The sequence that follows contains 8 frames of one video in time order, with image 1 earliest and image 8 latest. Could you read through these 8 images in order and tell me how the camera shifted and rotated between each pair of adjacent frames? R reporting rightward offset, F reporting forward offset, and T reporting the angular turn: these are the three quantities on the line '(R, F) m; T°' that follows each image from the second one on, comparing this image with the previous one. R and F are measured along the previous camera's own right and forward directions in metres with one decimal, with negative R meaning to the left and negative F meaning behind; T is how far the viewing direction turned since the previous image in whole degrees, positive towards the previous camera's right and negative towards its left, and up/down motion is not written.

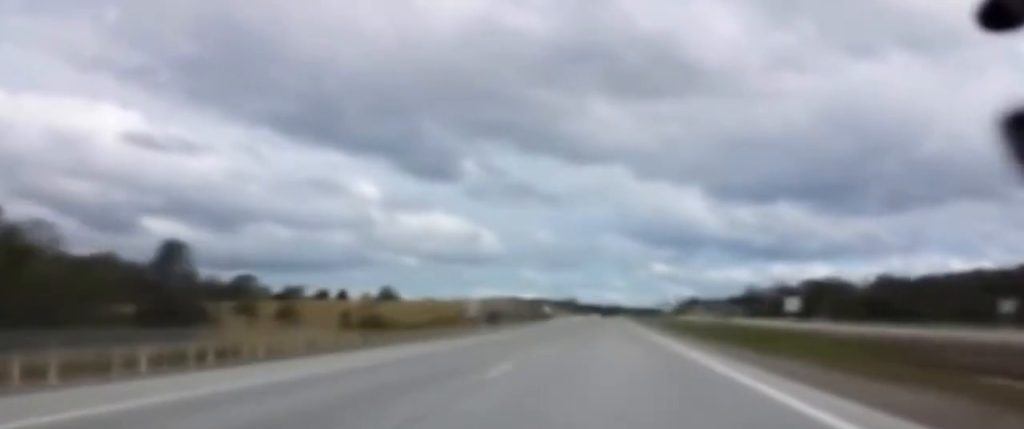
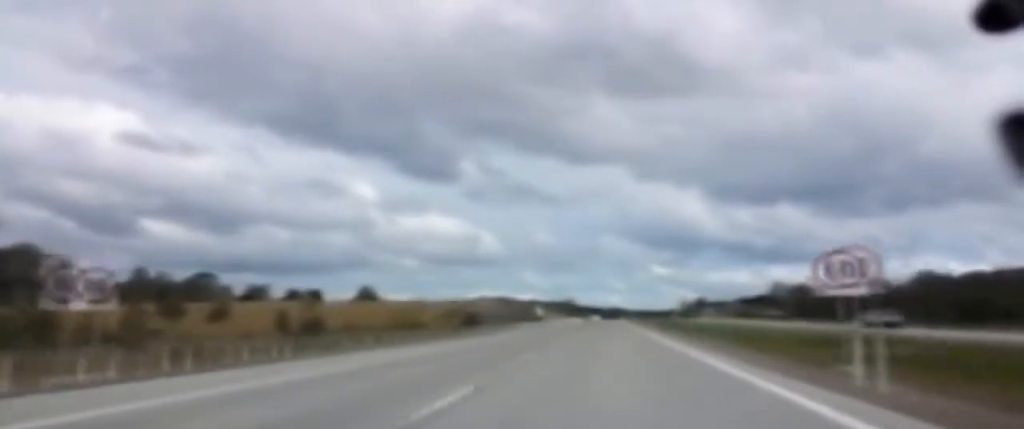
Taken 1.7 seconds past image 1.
(+0.2, +52.1) m; +1°
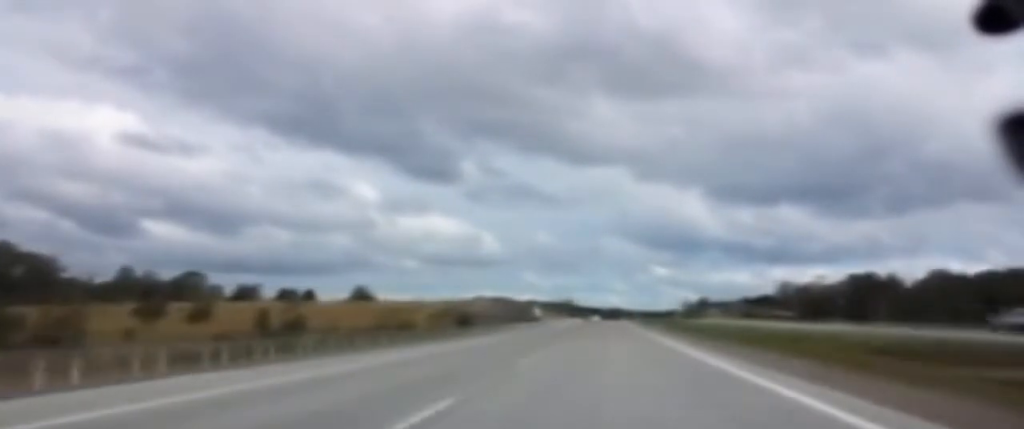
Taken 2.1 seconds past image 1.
(-0.1, +13.2) m; 0°
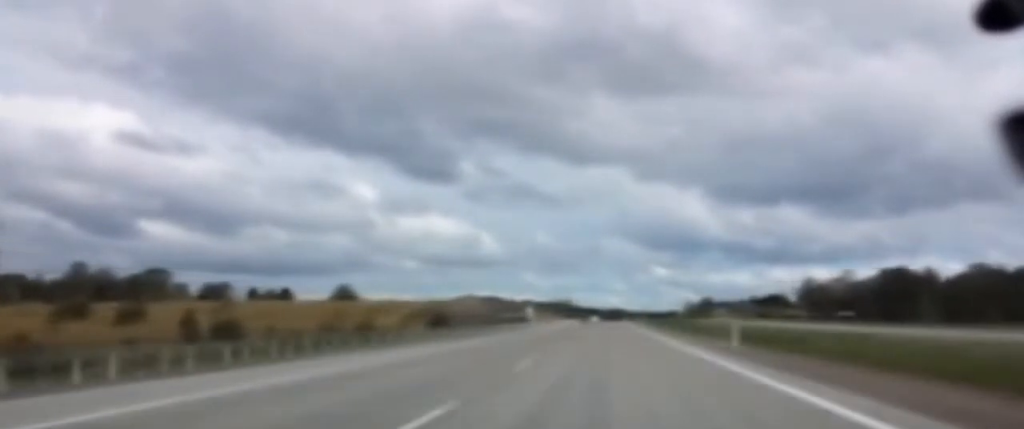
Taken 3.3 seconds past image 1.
(+0.1, +34.5) m; +1°
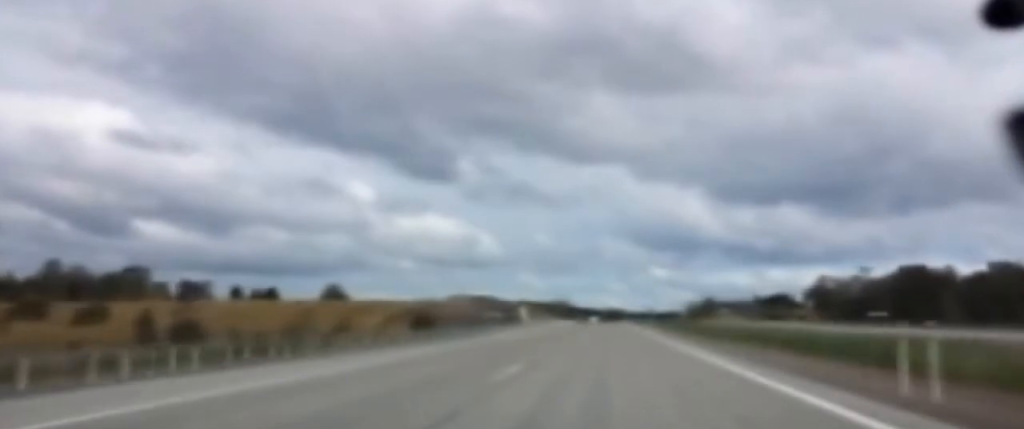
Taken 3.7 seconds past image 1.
(0.0, +14.1) m; +1°
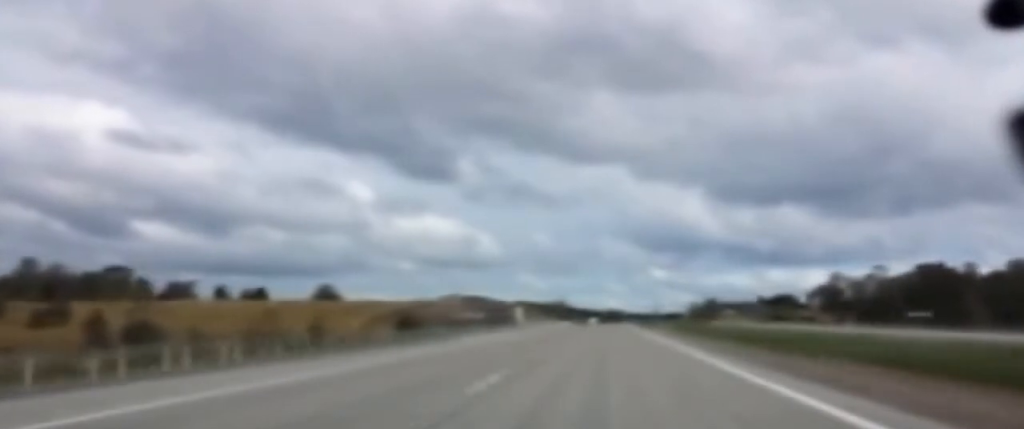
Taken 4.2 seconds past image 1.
(+0.2, +14.2) m; -1°
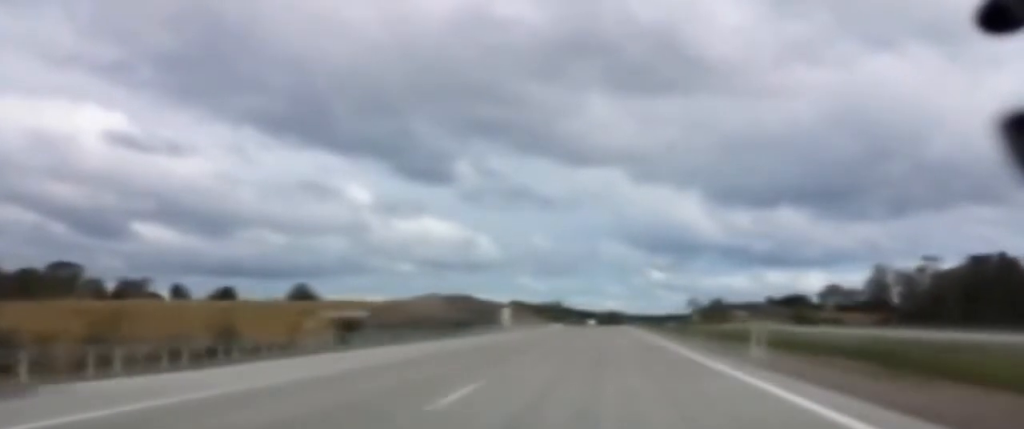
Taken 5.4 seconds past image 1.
(-0.7, +36.4) m; -1°
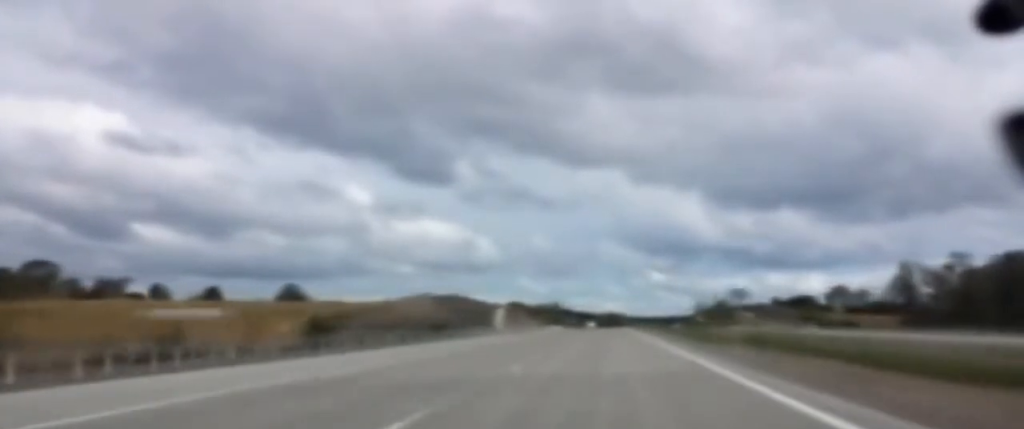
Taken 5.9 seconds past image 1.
(-0.1, +15.2) m; 0°
